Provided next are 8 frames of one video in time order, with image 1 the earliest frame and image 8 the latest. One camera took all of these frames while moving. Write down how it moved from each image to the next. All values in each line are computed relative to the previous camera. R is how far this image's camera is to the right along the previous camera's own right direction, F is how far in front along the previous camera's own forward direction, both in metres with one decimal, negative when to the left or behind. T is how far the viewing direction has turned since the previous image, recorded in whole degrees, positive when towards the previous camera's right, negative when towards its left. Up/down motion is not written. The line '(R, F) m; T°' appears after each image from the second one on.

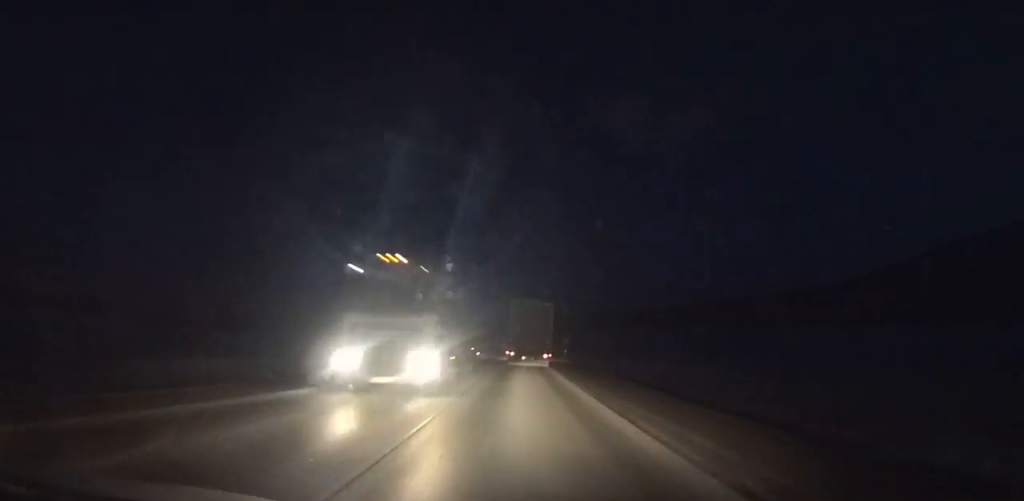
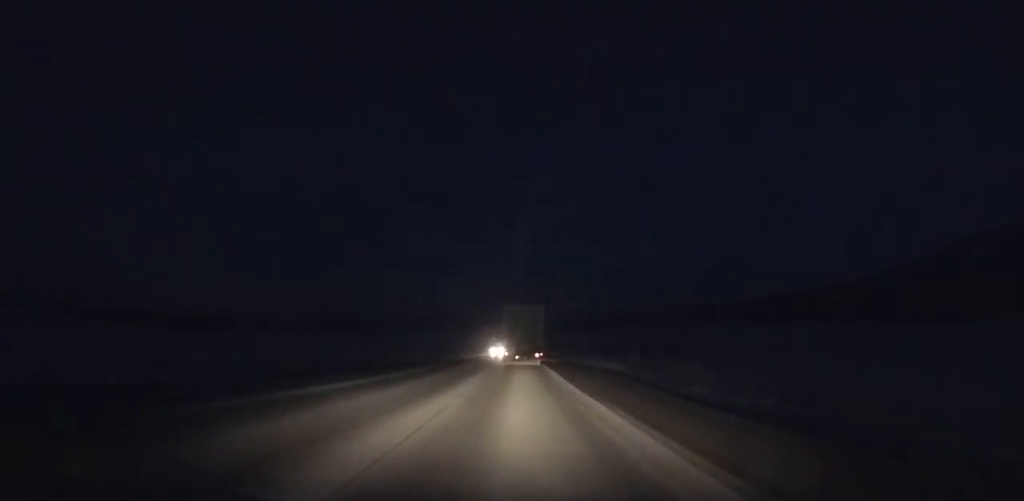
(-0.2, +87.1) m; 0°
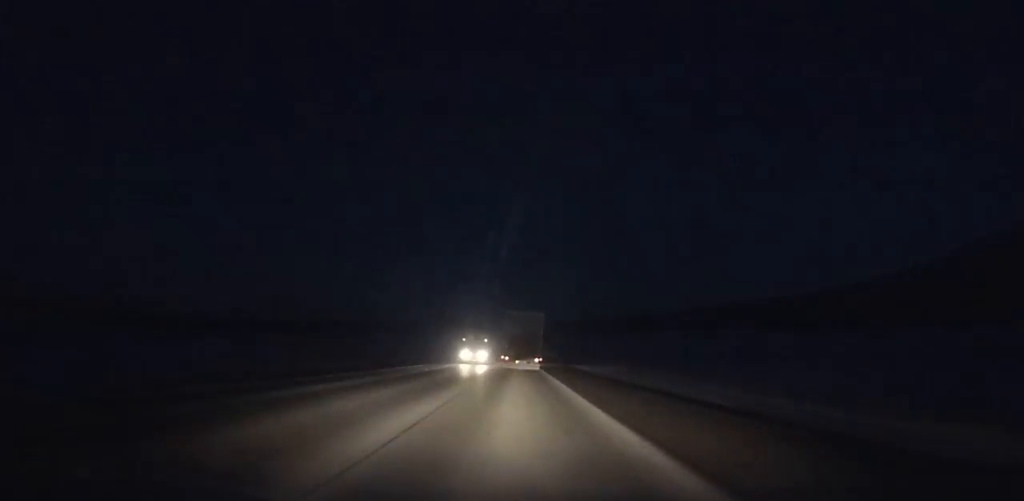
(0.0, +47.3) m; 0°
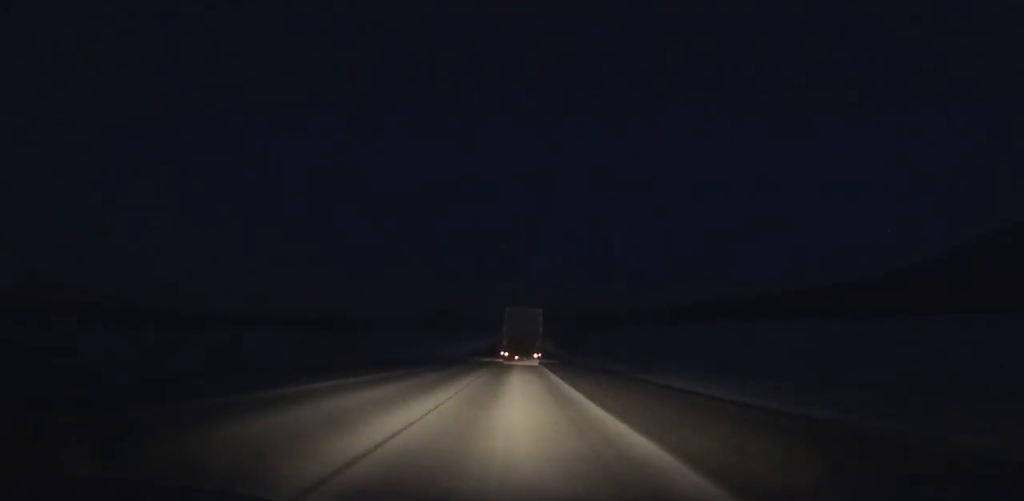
(+0.1, +57.6) m; 0°
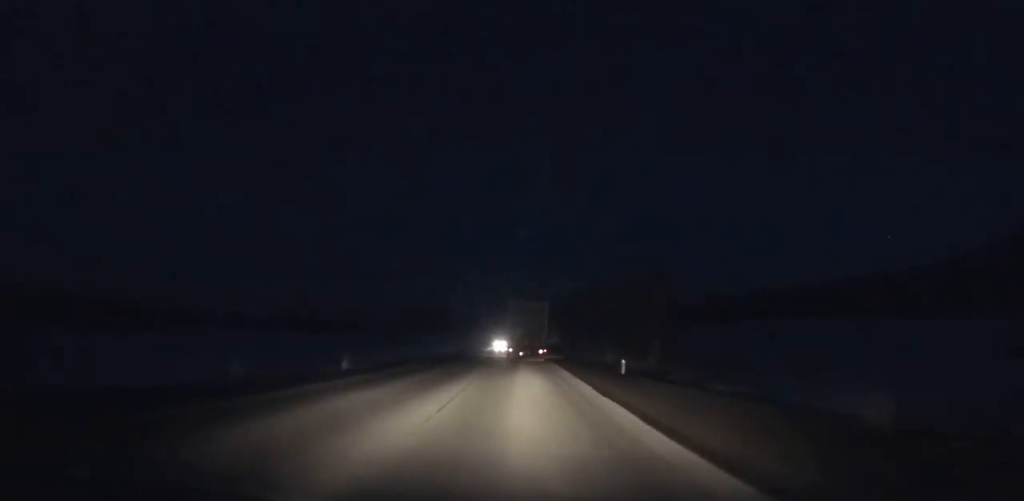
(-0.1, +128.6) m; 0°
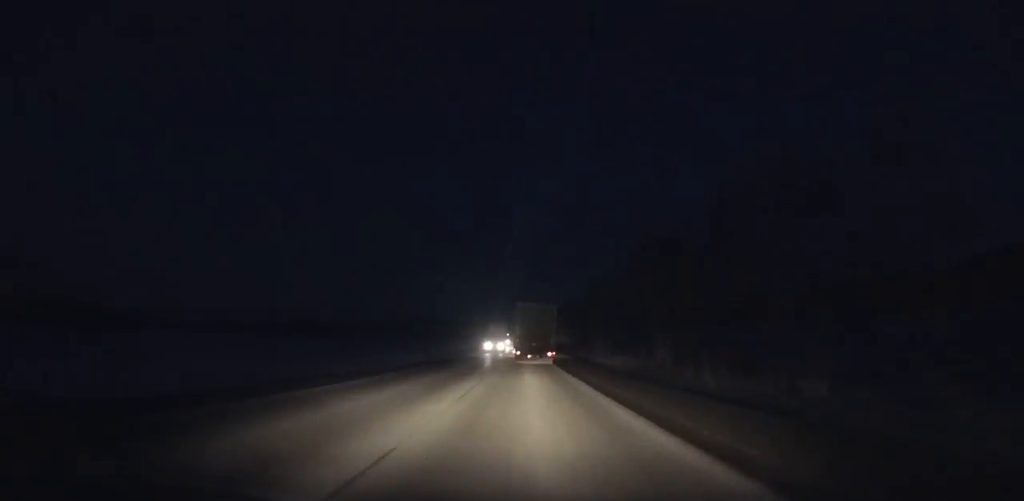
(0.0, +64.0) m; 0°
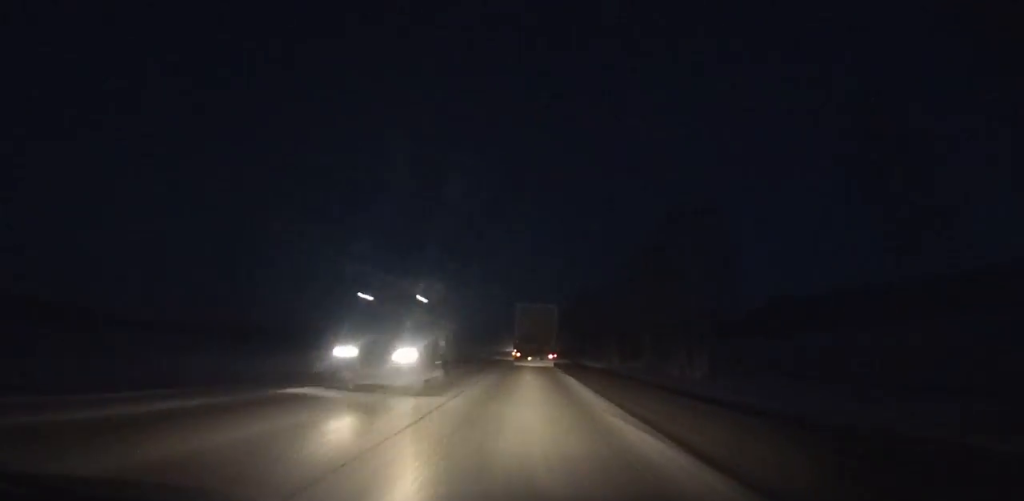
(+0.1, +51.1) m; 0°
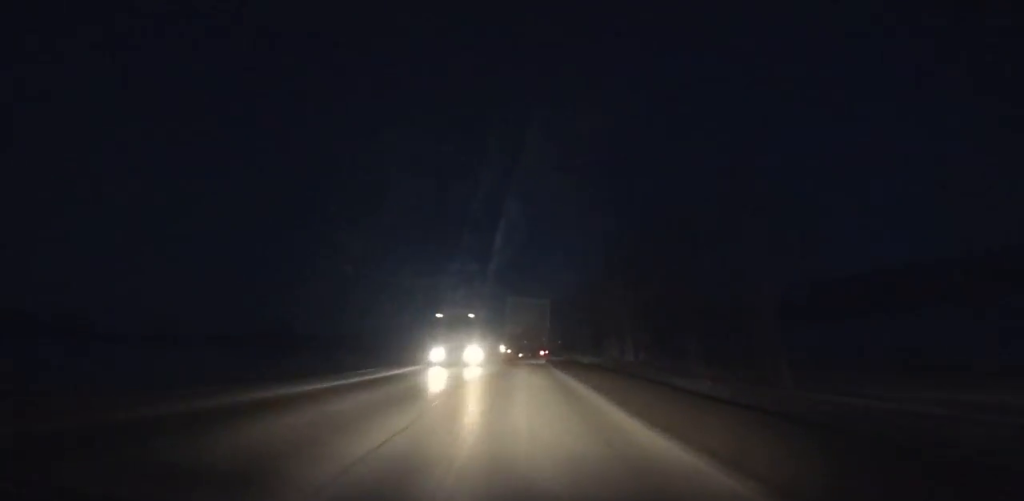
(+0.3, +53.1) m; +1°
